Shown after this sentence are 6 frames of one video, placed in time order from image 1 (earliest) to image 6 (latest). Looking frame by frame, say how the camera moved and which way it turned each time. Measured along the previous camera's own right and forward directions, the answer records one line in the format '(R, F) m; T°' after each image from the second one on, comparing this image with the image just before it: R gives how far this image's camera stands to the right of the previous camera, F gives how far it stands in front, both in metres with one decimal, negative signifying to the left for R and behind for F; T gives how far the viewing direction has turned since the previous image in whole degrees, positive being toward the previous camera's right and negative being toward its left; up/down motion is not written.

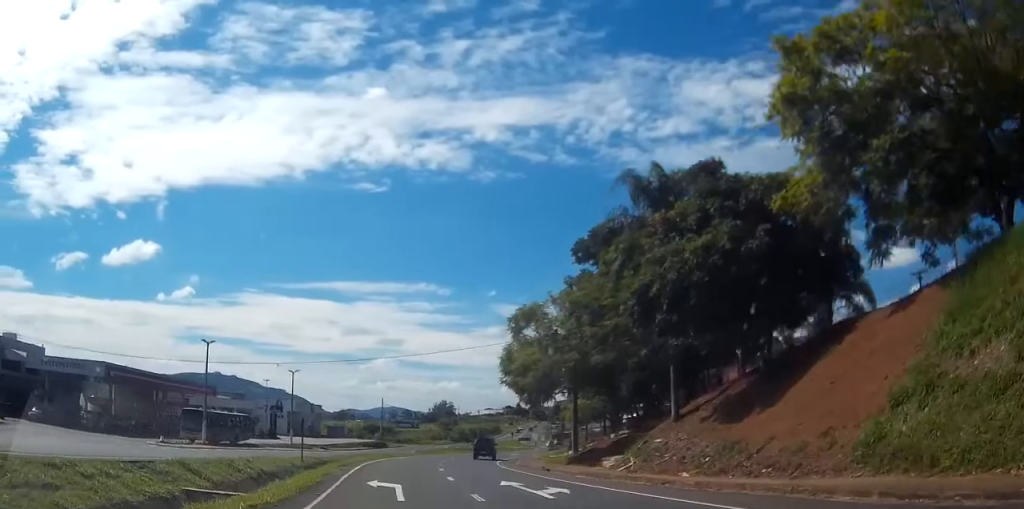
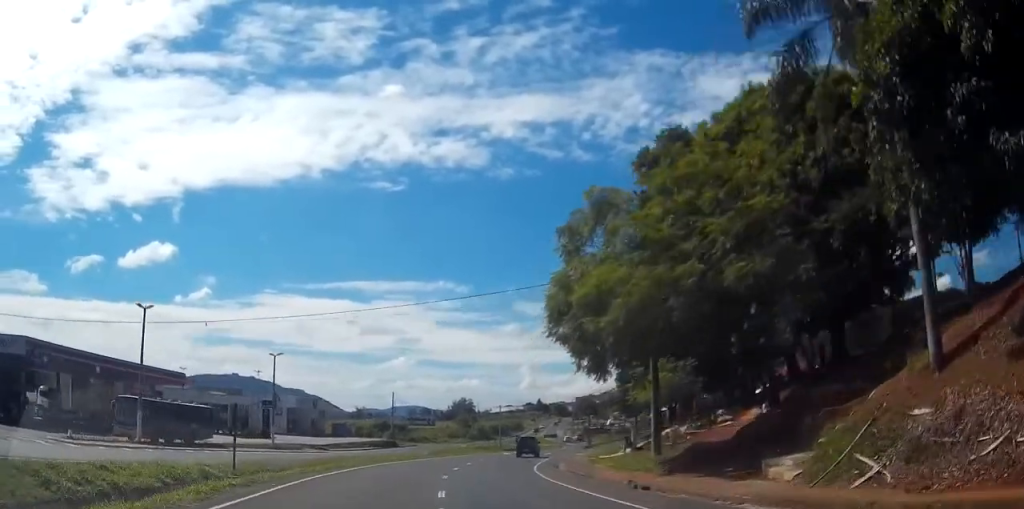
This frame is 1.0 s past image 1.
(-0.3, +16.6) m; -1°
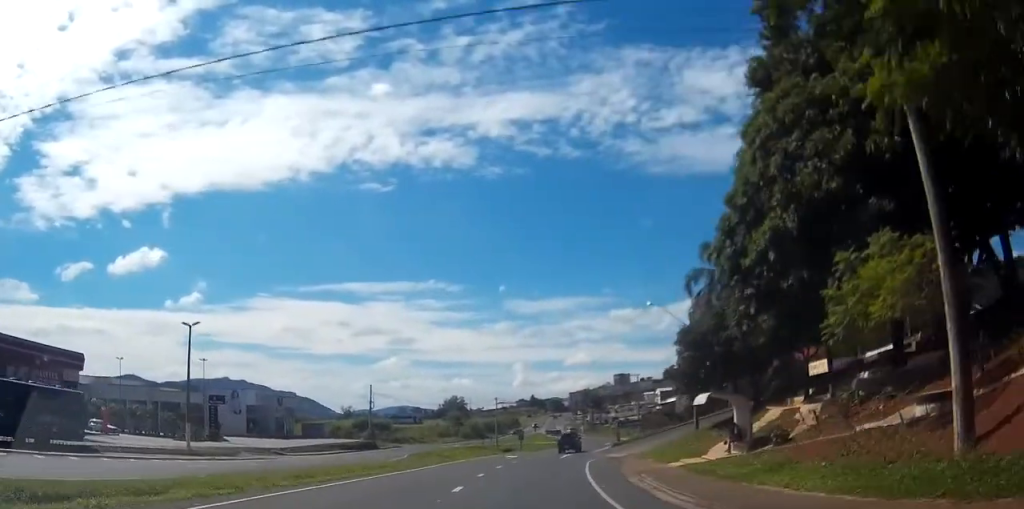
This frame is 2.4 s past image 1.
(-0.1, +21.2) m; 0°
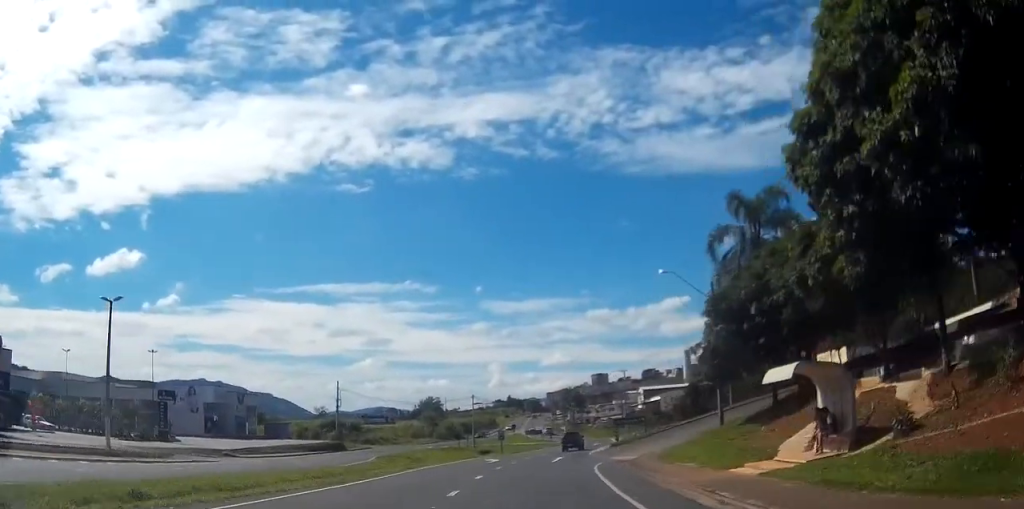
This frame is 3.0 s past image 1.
(0.0, +9.6) m; +1°
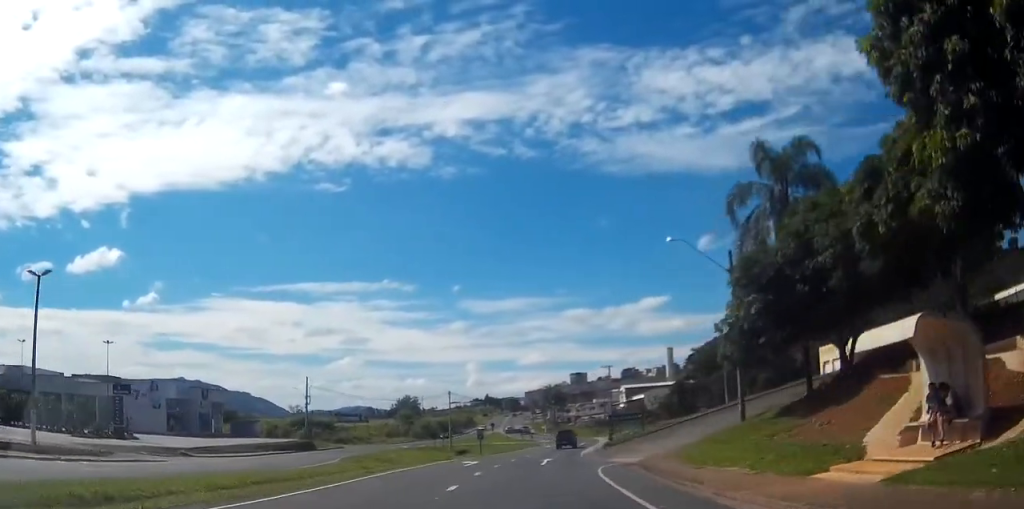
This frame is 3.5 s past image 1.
(0.0, +6.4) m; +1°
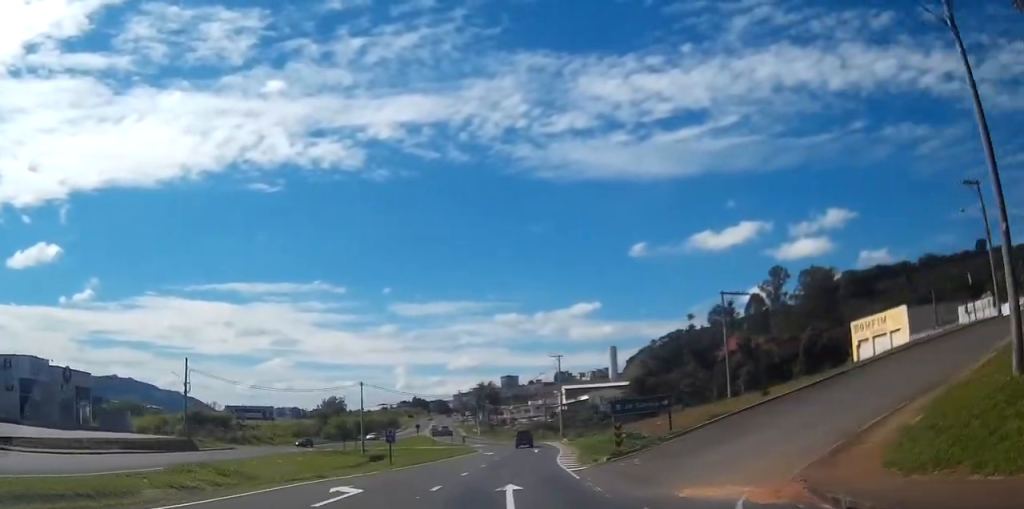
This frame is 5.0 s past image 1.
(+1.0, +22.6) m; +5°
